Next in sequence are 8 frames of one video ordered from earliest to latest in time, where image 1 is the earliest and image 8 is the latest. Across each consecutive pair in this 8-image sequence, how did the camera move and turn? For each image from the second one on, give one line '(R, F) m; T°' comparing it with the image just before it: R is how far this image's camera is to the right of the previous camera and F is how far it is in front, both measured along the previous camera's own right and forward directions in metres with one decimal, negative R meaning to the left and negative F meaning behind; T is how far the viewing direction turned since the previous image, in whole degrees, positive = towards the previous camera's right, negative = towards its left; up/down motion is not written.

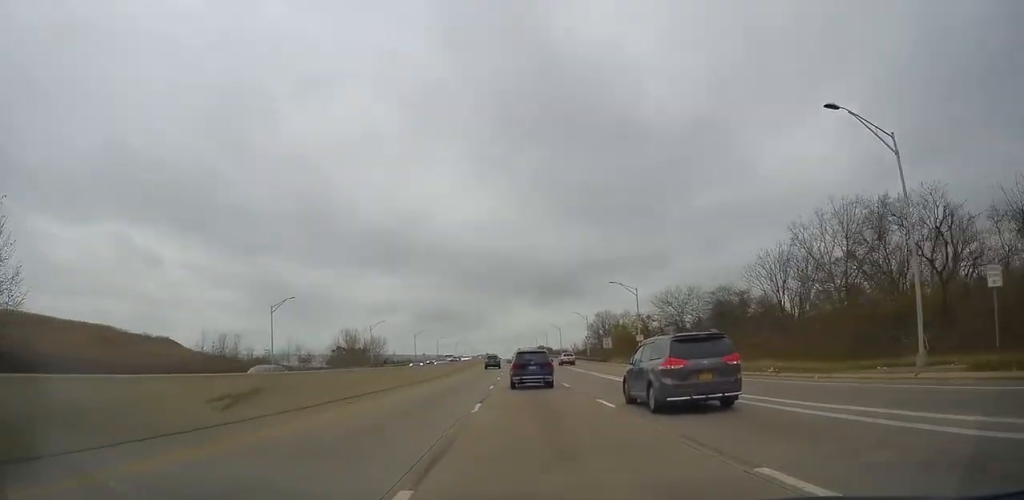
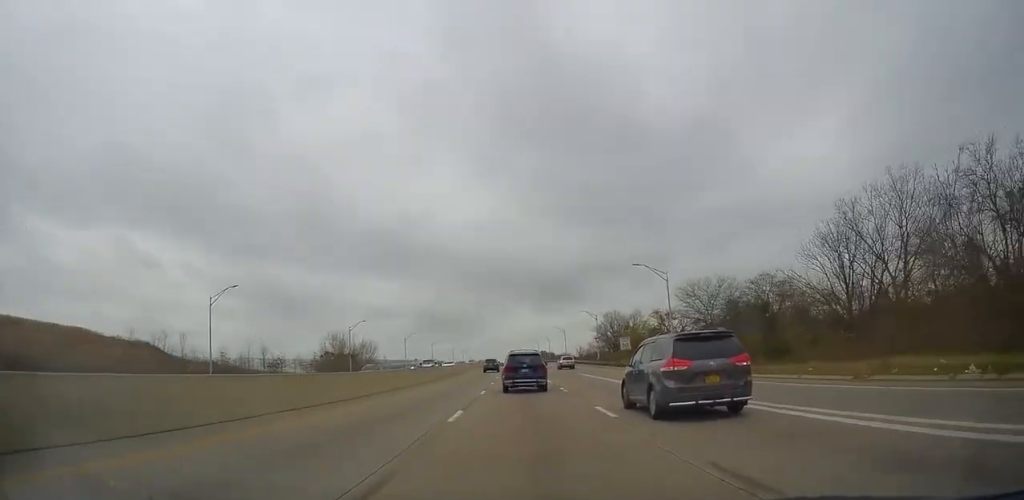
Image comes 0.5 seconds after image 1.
(+0.1, +14.4) m; 0°
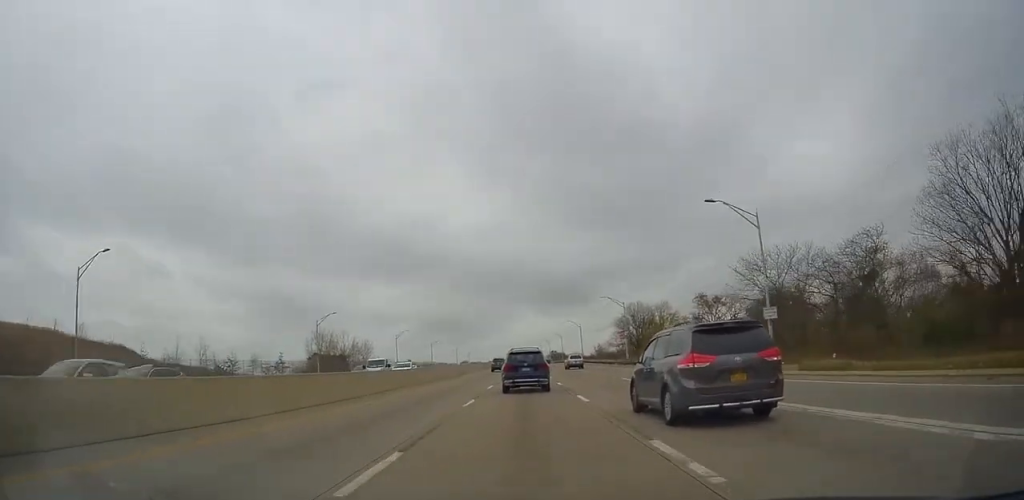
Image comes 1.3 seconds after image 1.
(-0.1, +19.8) m; 0°
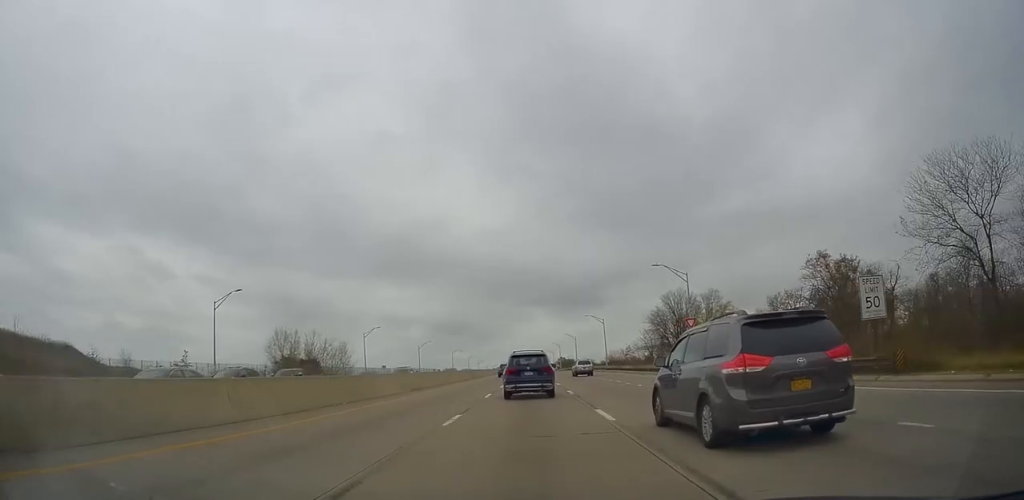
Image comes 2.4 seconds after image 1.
(0.0, +29.9) m; 0°
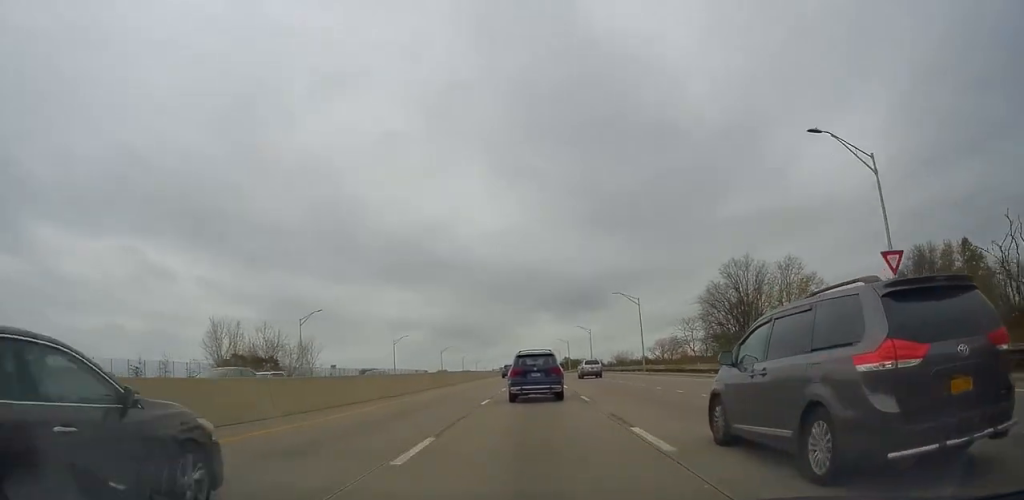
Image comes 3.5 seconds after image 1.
(-0.2, +29.6) m; -1°
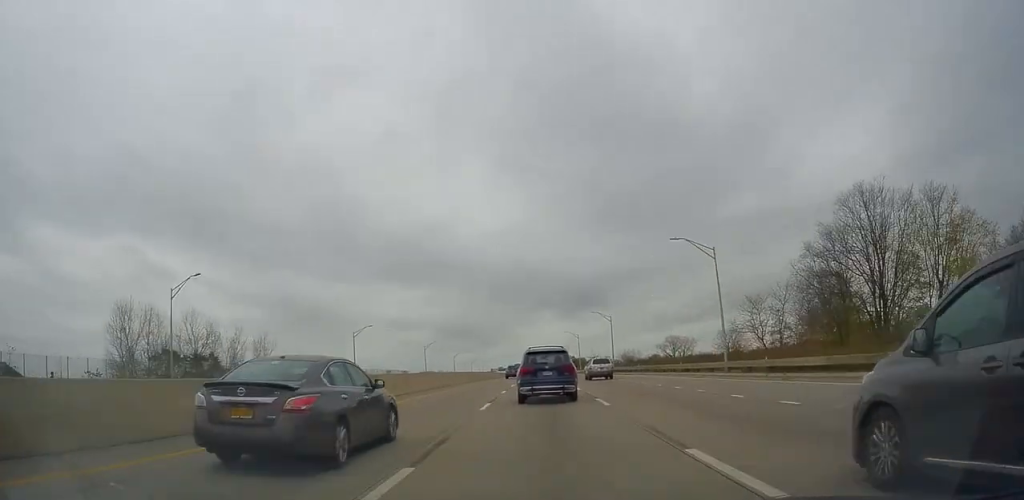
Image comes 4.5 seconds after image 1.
(-0.1, +27.8) m; 0°
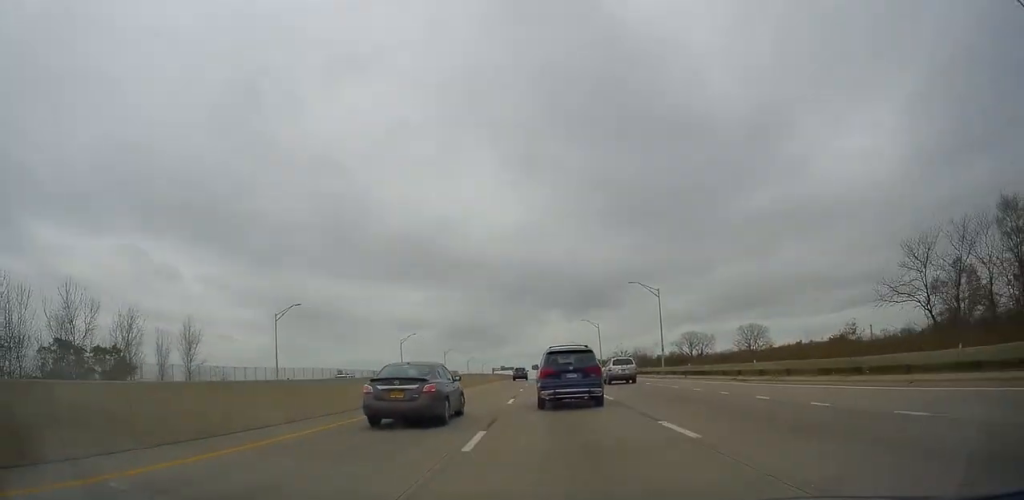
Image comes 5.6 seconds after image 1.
(+0.1, +29.6) m; -1°
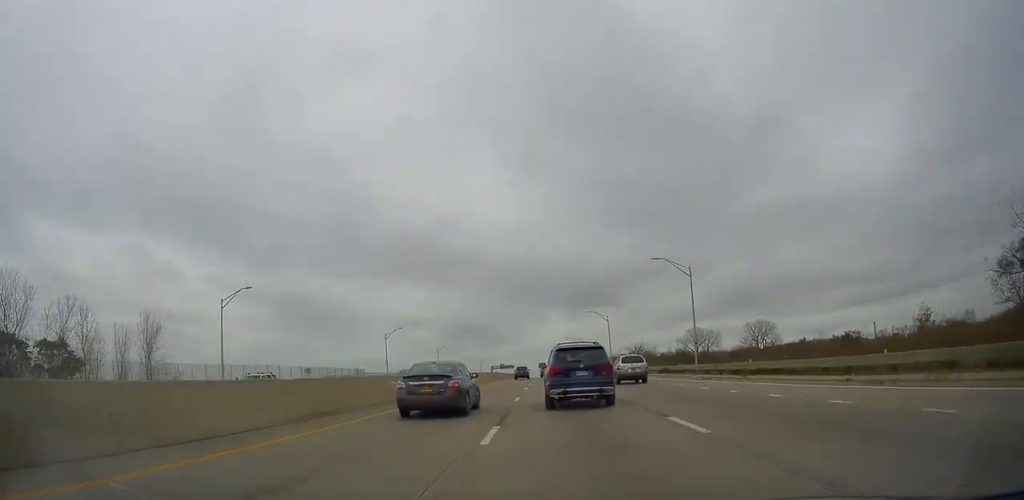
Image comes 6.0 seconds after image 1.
(0.0, +11.4) m; -1°
